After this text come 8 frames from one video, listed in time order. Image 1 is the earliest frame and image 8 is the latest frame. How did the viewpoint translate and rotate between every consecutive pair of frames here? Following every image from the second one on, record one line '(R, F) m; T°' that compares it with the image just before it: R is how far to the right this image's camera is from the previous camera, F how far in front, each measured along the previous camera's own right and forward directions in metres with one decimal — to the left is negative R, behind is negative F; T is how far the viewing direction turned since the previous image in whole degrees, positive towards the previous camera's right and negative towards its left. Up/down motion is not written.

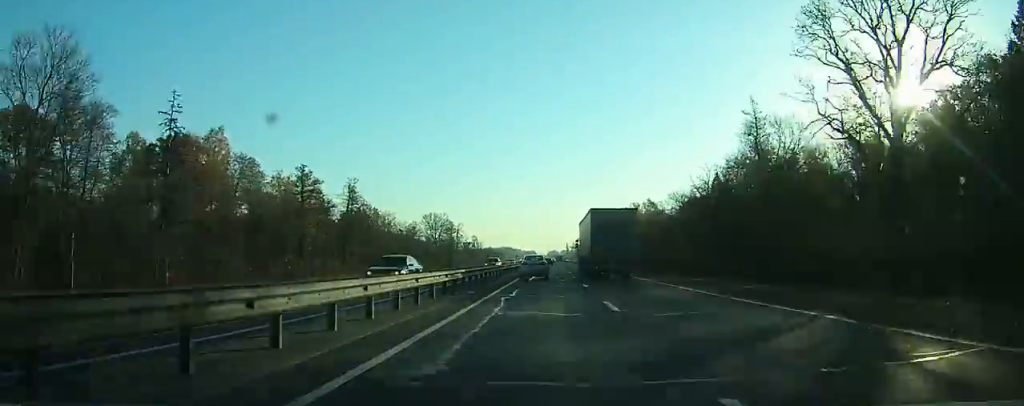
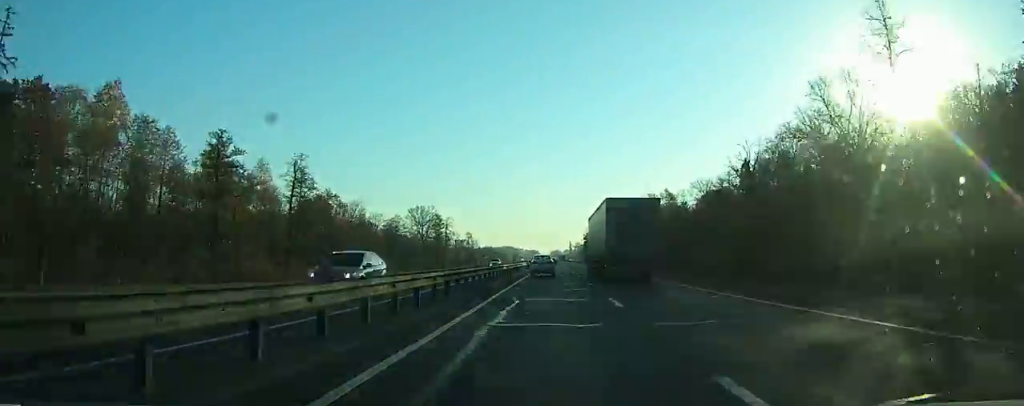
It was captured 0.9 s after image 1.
(+0.1, +22.3) m; 0°
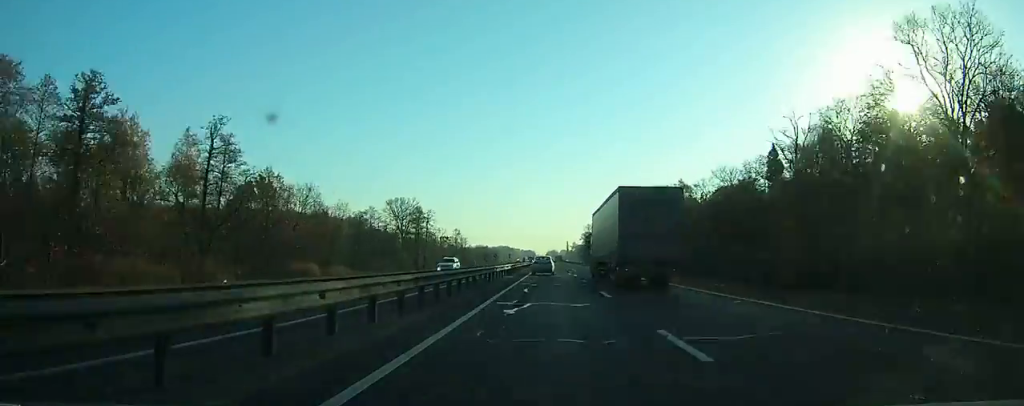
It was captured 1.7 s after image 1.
(+0.1, +19.3) m; 0°
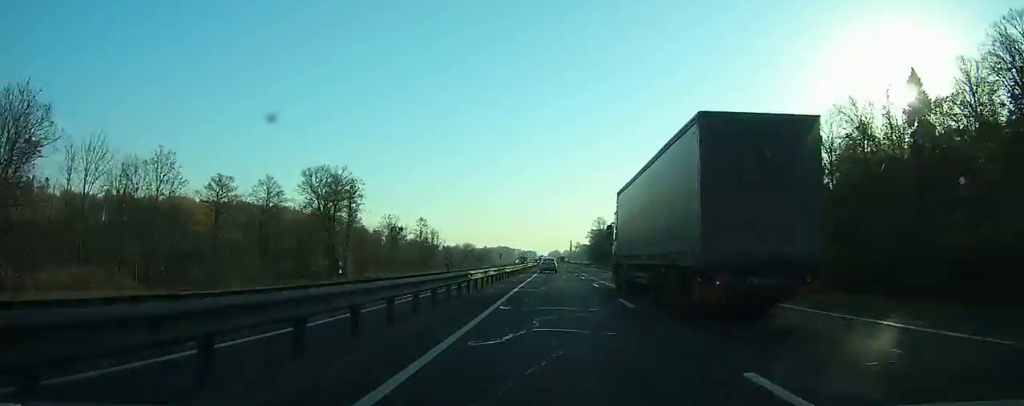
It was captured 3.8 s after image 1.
(-0.1, +51.2) m; 0°
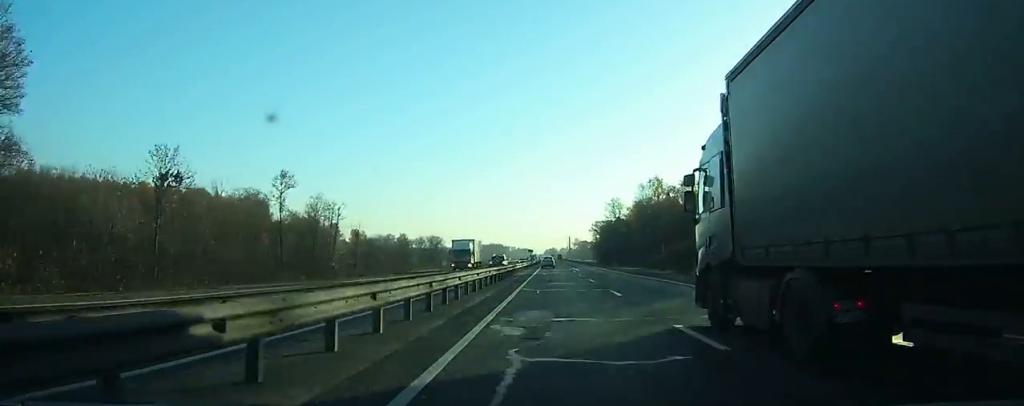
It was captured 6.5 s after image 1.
(+0.1, +67.6) m; 0°
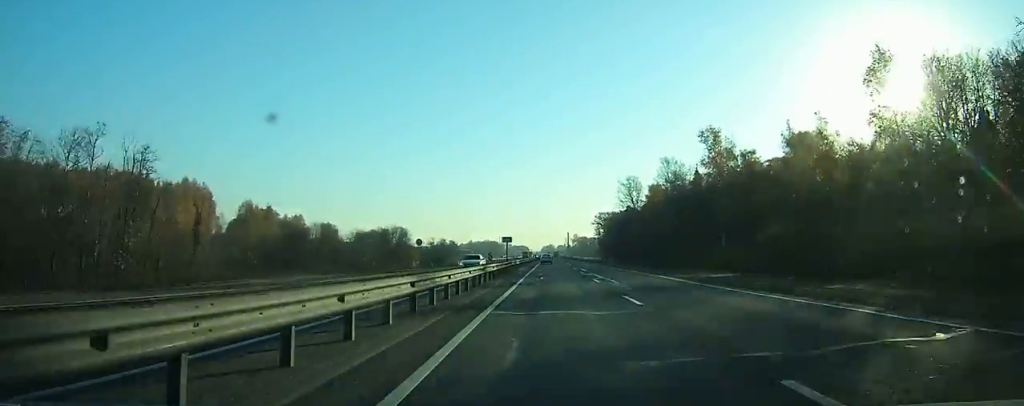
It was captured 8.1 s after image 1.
(+0.1, +41.2) m; 0°
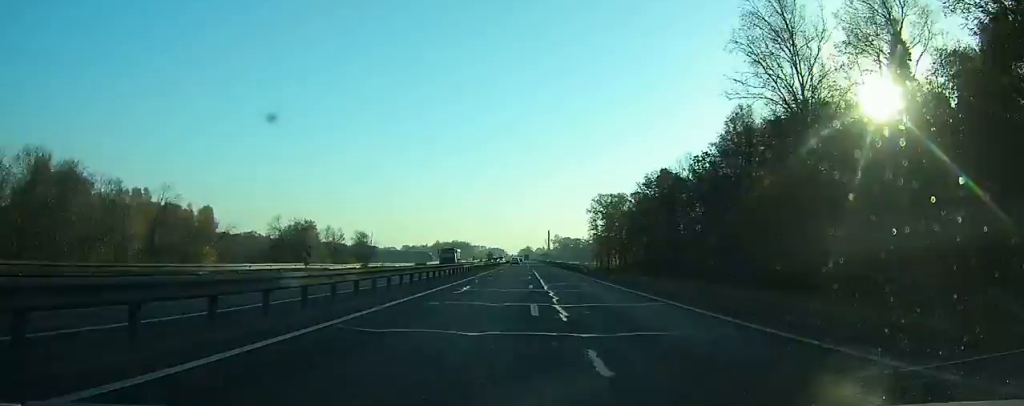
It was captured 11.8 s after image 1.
(+1.6, +97.2) m; +2°
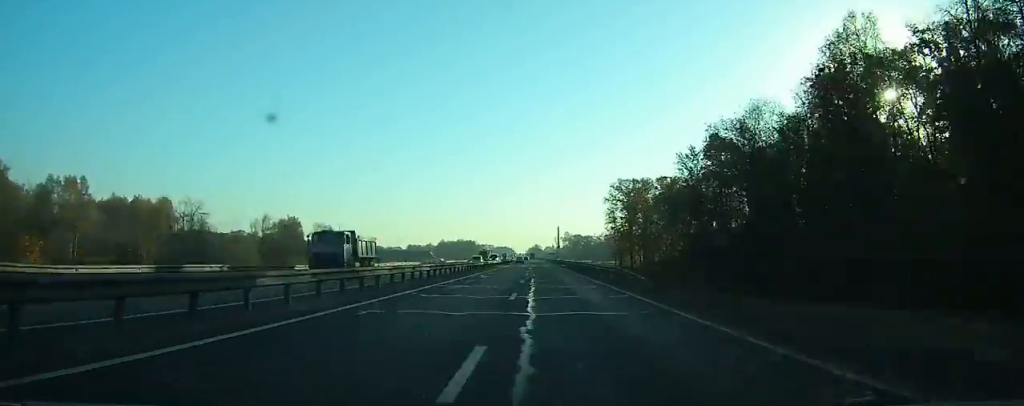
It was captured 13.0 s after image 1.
(+0.1, +31.2) m; 0°
